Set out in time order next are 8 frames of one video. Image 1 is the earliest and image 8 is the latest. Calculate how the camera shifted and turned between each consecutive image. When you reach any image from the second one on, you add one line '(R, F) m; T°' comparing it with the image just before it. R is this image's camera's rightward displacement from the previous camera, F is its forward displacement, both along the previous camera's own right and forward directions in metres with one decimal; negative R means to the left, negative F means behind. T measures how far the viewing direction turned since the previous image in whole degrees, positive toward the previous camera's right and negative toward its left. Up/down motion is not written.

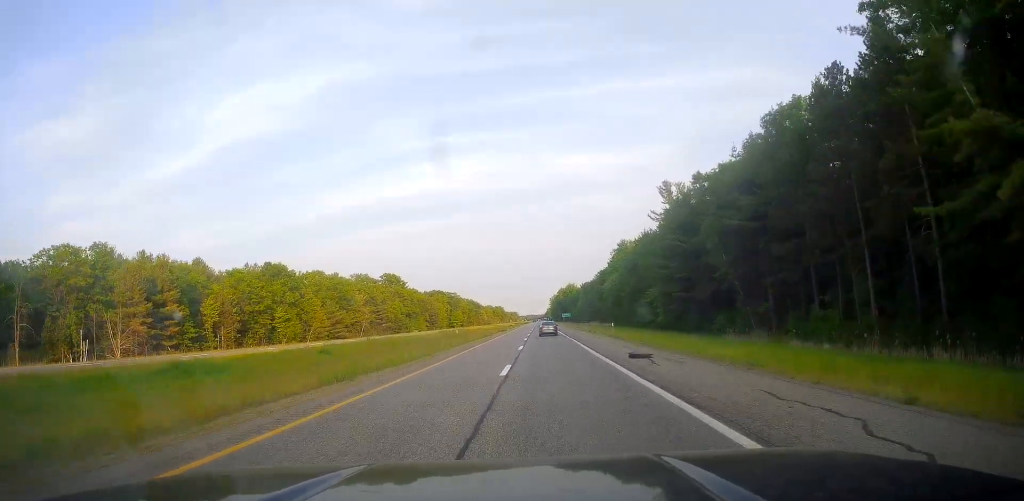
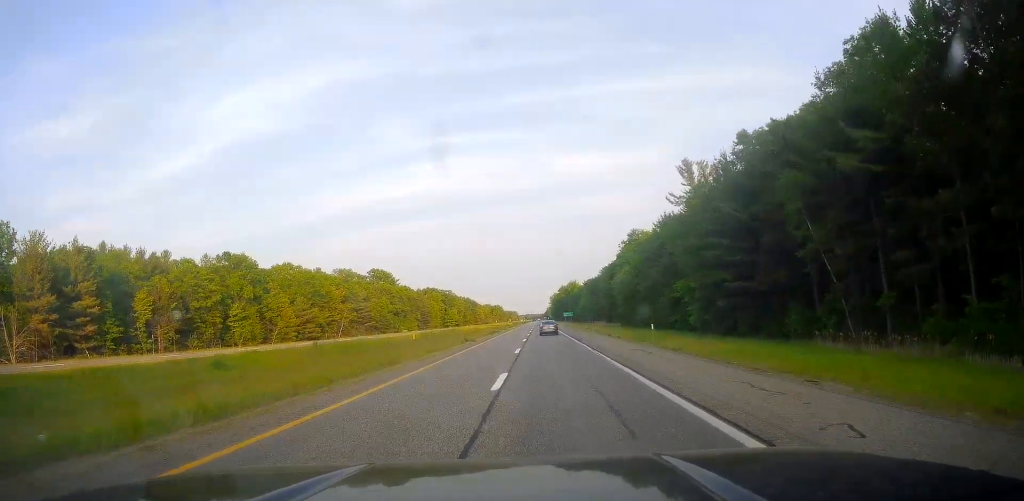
(-0.2, +19.1) m; 0°
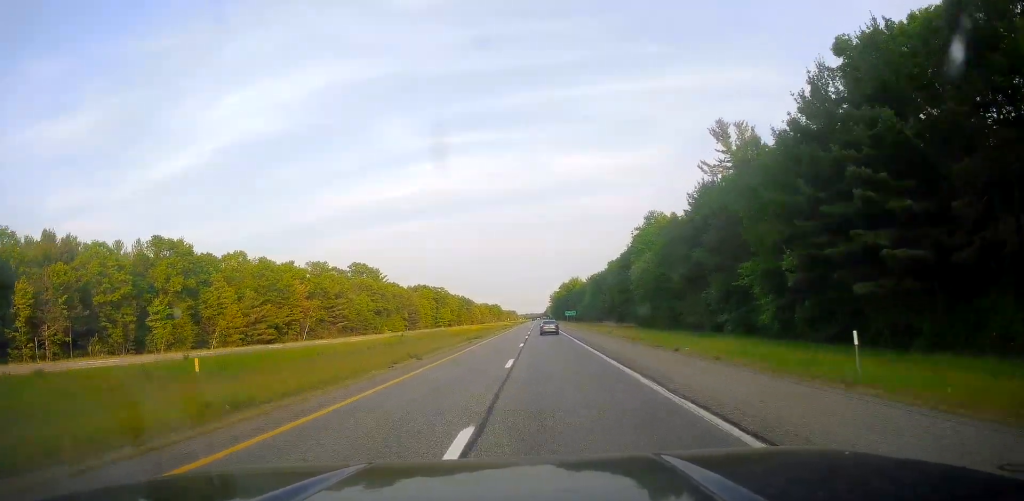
(-0.1, +23.9) m; 0°
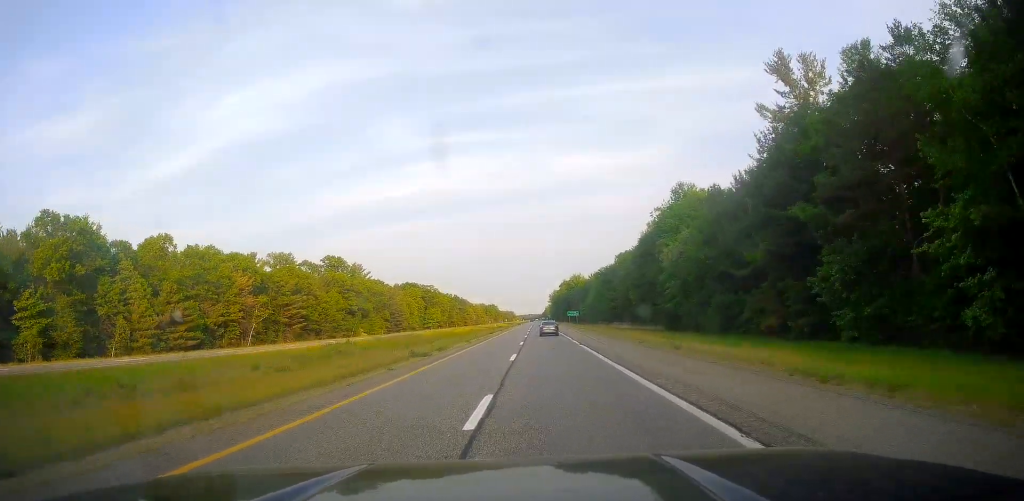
(+0.4, +26.3) m; +1°
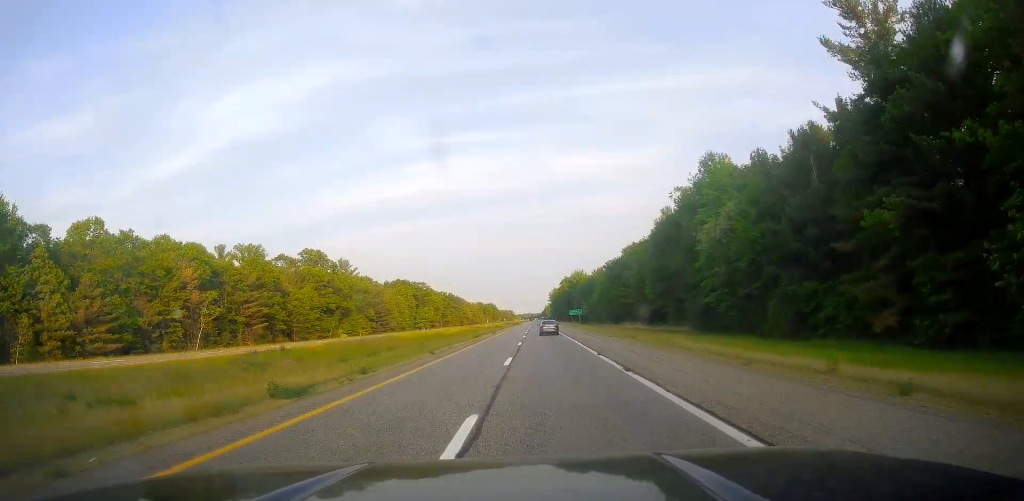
(-0.1, +18.0) m; 0°
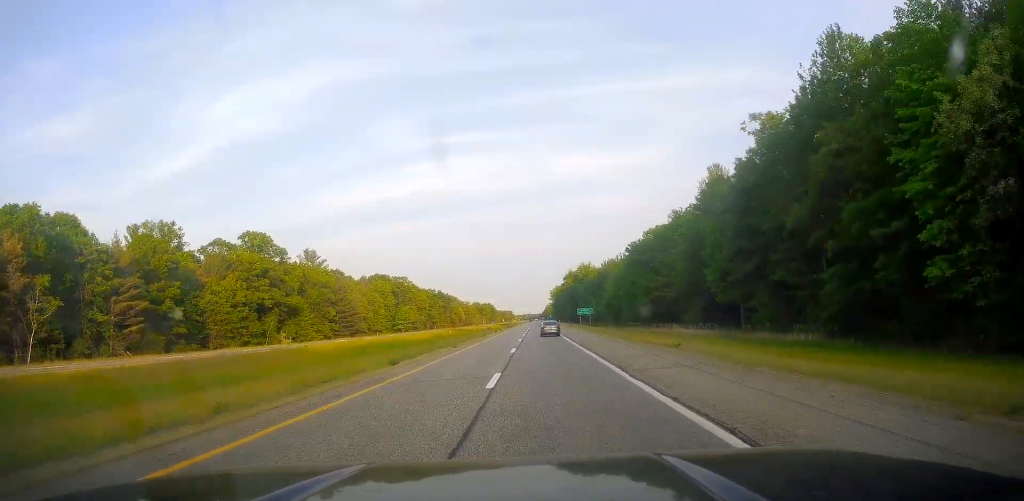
(0.0, +37.3) m; 0°
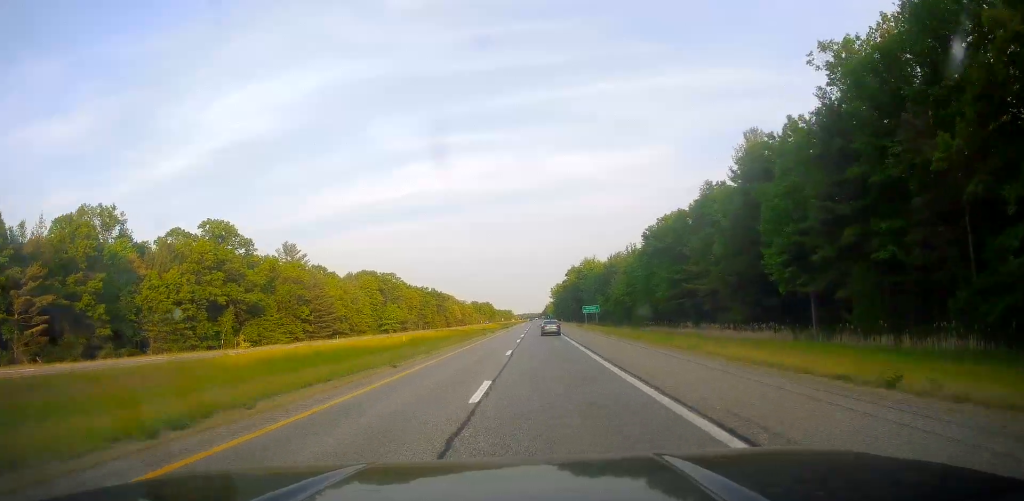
(+0.1, +18.1) m; 0°
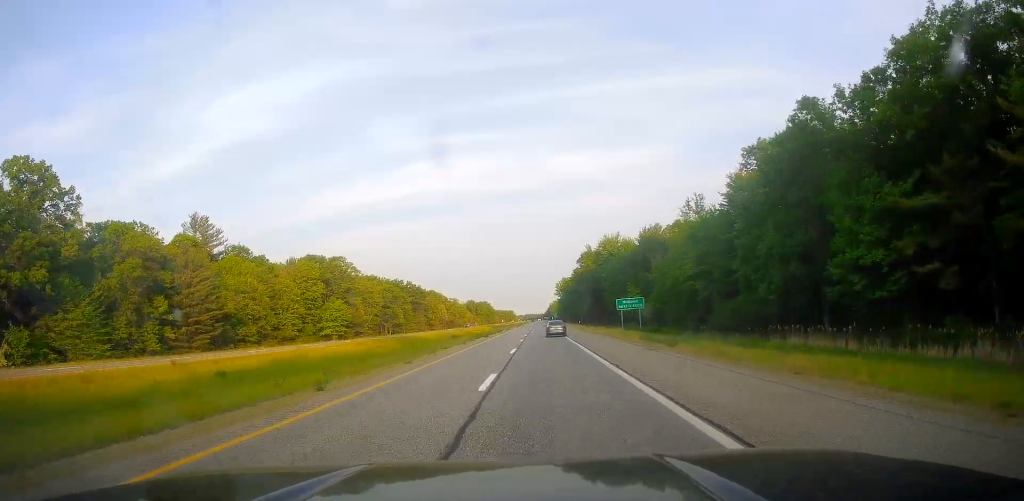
(-0.7, +56.7) m; -1°
